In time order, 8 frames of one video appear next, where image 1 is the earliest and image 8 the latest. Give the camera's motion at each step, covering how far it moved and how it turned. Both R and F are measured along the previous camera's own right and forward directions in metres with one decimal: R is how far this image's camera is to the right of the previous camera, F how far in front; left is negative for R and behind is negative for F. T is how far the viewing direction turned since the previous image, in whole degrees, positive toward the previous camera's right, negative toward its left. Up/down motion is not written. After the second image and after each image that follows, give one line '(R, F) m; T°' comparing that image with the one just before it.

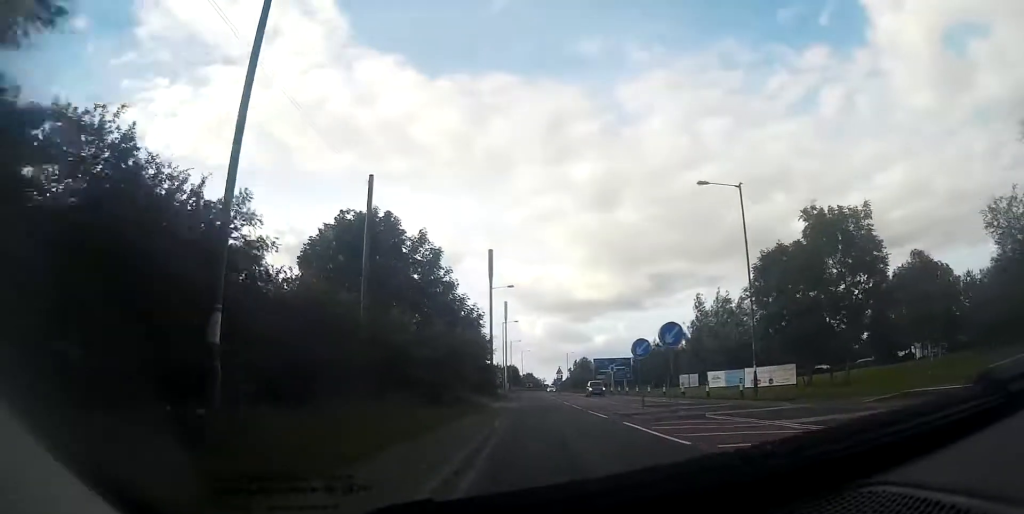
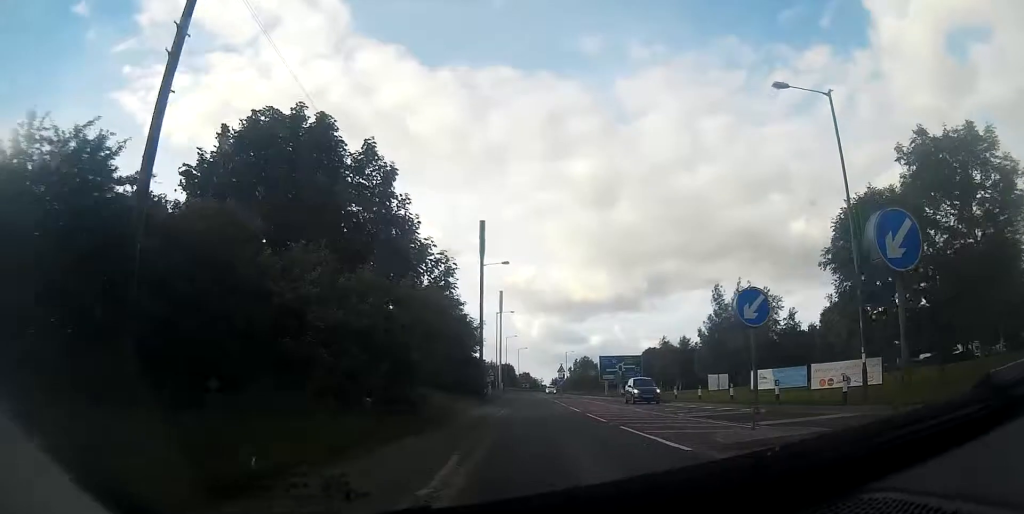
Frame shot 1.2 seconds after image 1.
(-0.1, +10.1) m; -1°
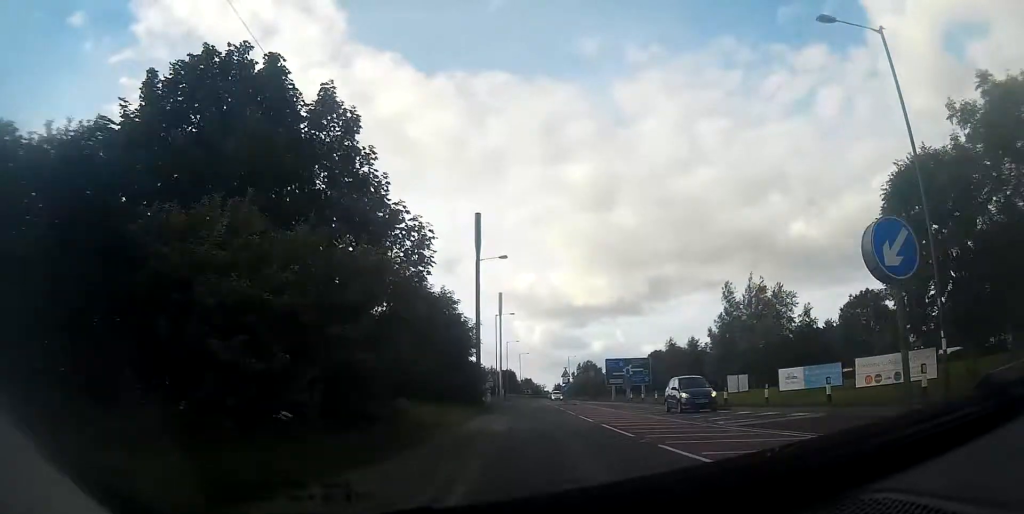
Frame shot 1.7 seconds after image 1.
(0.0, +4.4) m; 0°
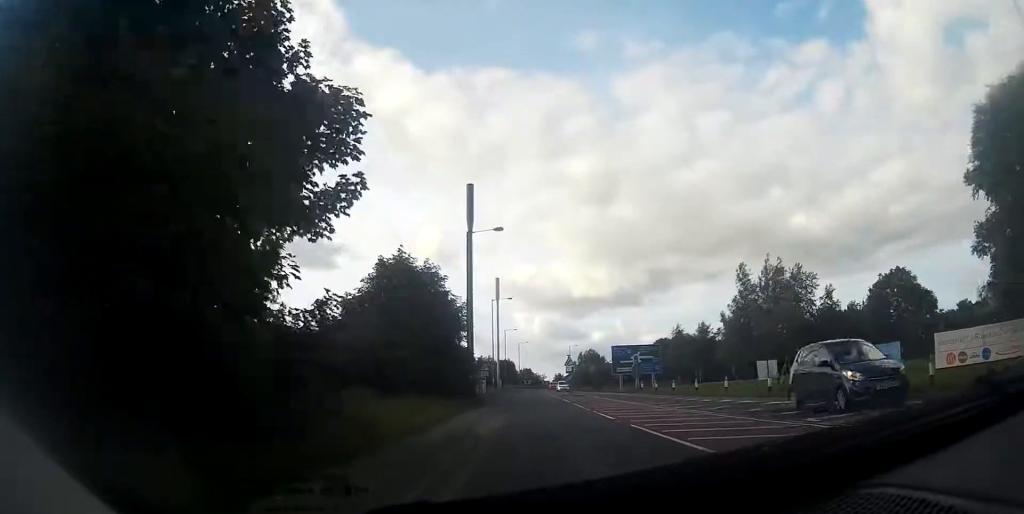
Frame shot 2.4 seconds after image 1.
(+0.1, +6.1) m; +1°
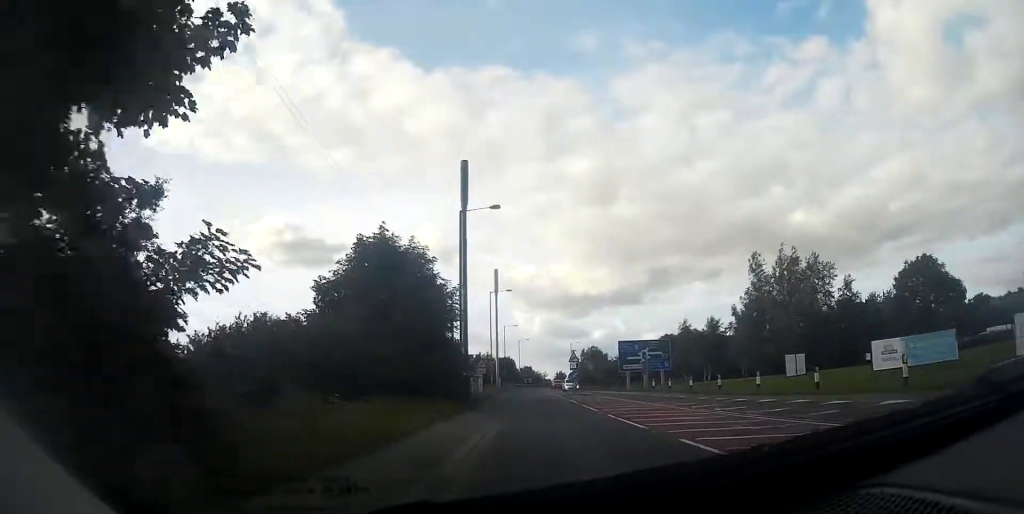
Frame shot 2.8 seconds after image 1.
(0.0, +4.4) m; +1°
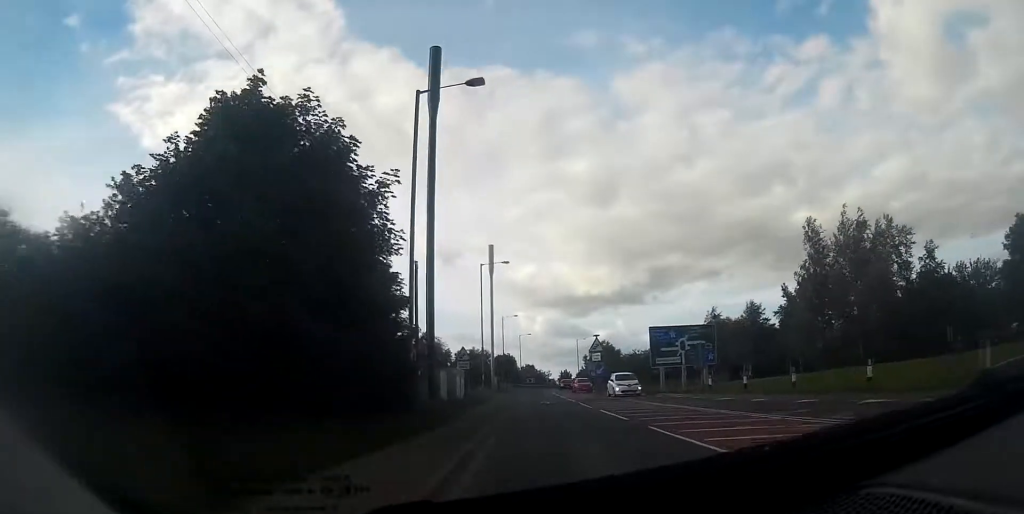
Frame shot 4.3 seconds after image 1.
(+0.2, +14.4) m; +1°
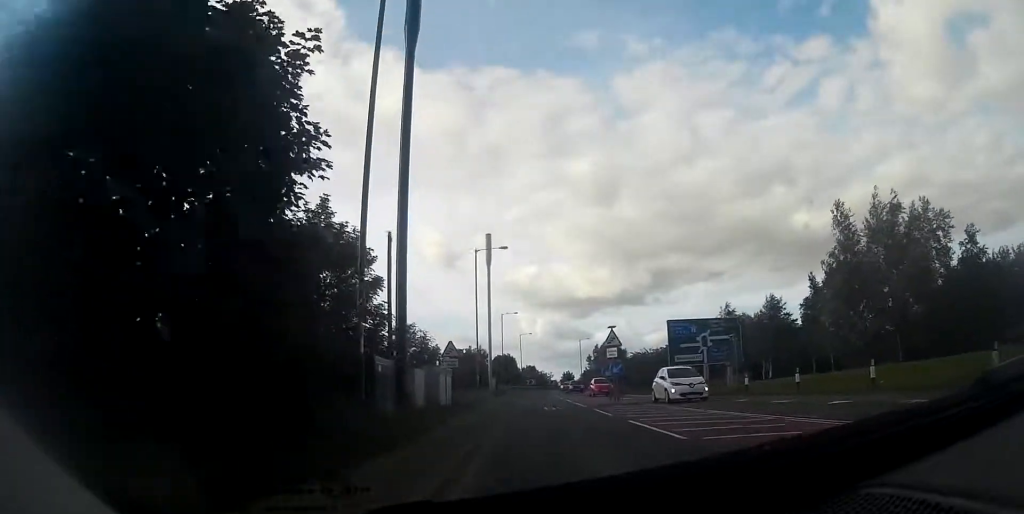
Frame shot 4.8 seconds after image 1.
(0.0, +5.6) m; 0°
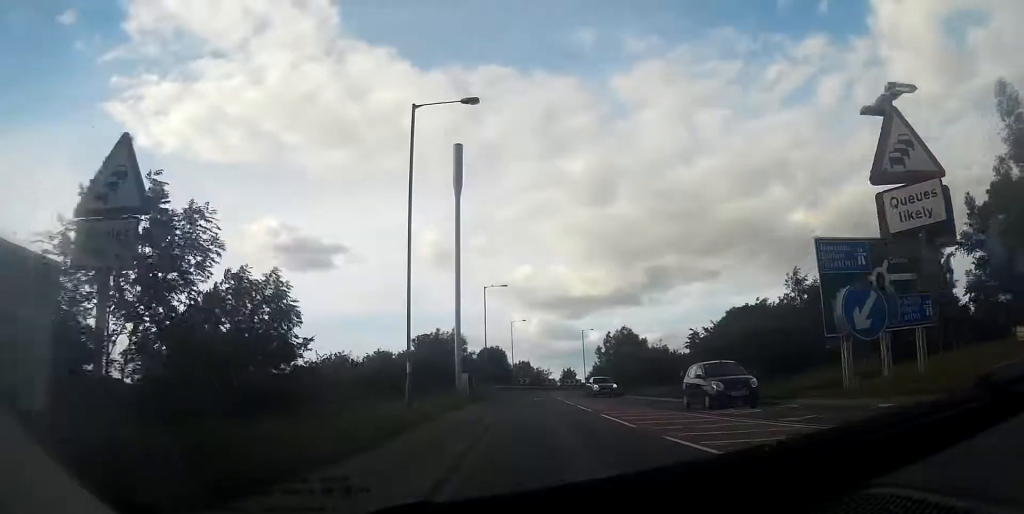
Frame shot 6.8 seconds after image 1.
(0.0, +22.1) m; 0°
